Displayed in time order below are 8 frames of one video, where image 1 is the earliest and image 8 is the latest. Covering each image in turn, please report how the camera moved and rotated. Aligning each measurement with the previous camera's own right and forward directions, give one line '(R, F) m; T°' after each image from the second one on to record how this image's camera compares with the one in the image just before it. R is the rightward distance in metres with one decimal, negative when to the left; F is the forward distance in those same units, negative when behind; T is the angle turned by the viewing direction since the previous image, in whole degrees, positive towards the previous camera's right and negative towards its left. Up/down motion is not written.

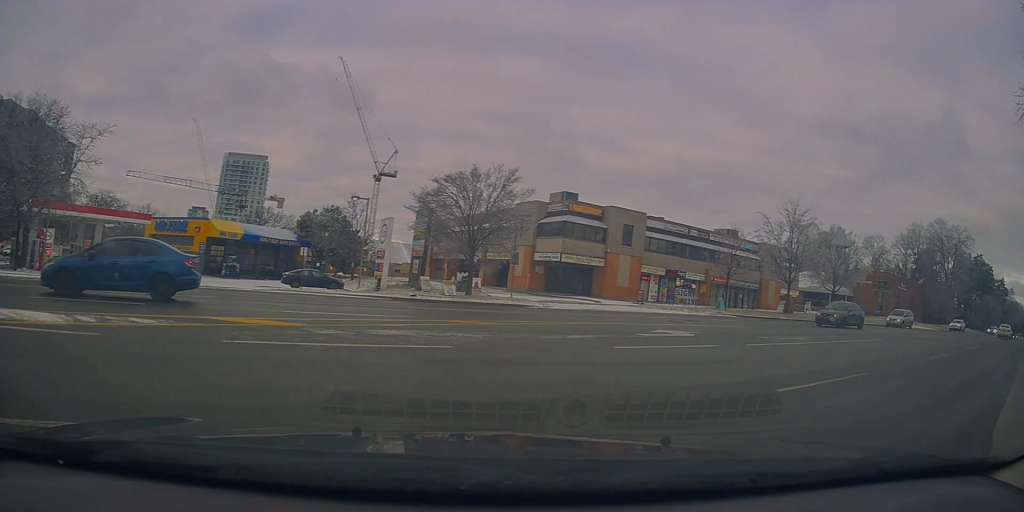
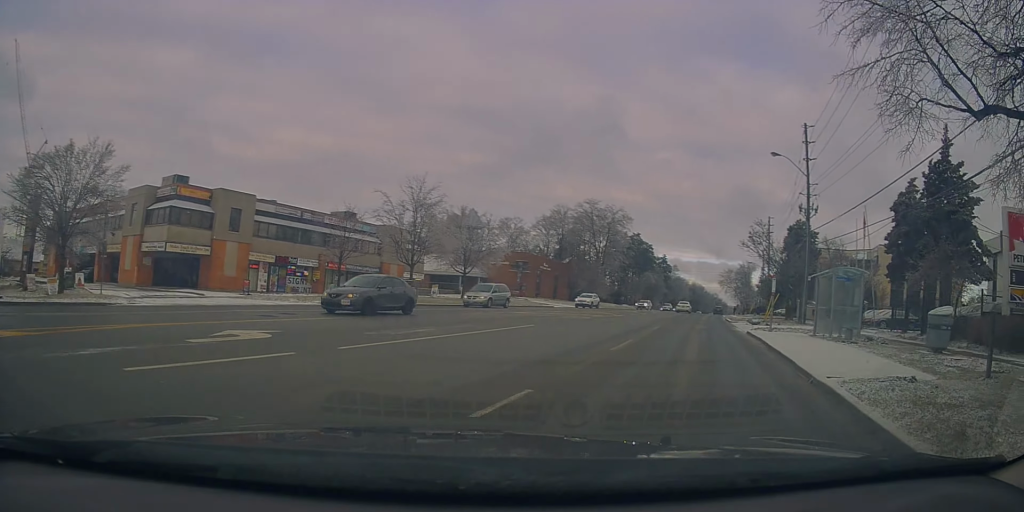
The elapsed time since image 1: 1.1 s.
(+0.7, +2.5) m; +27°
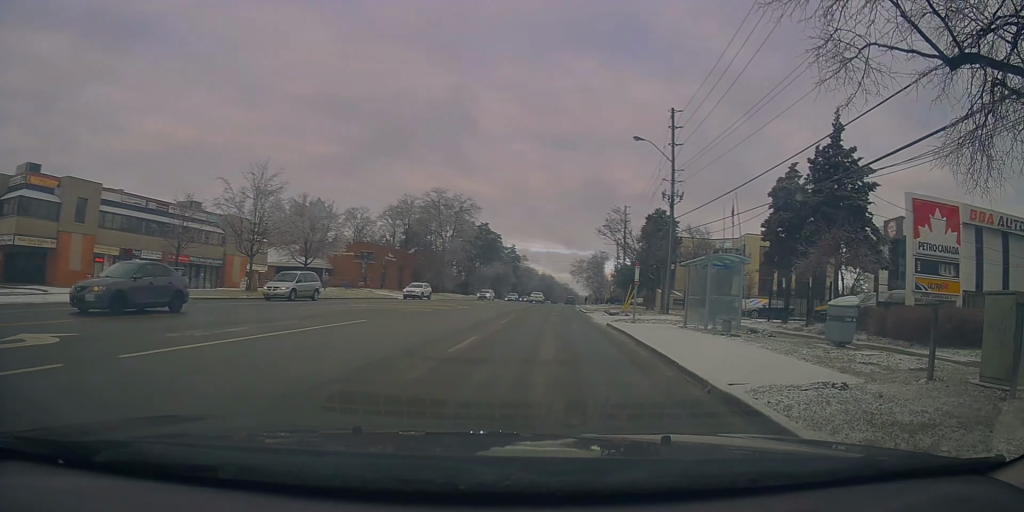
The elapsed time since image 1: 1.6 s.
(+0.1, +1.4) m; +10°
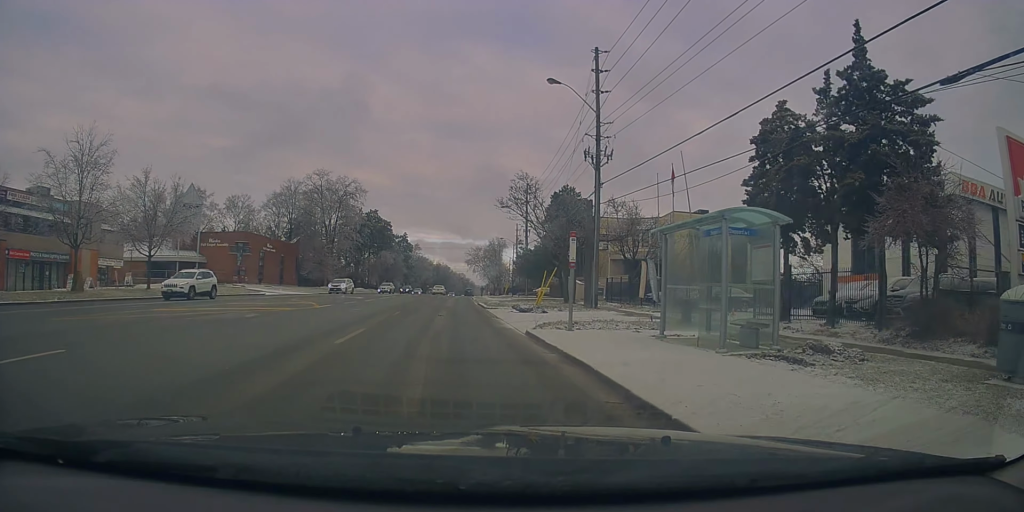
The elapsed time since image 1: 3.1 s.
(+1.4, +6.5) m; +24°
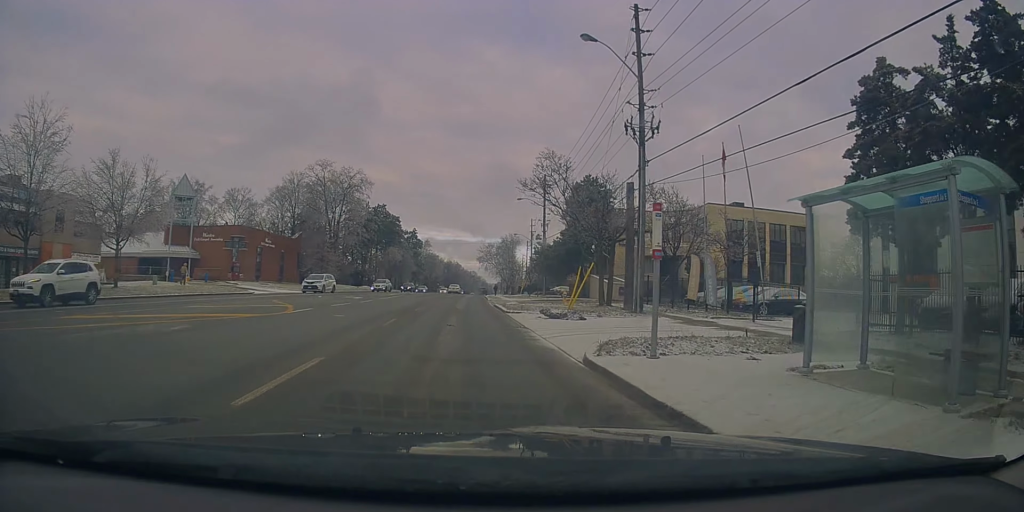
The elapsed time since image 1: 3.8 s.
(+0.5, +4.3) m; +7°
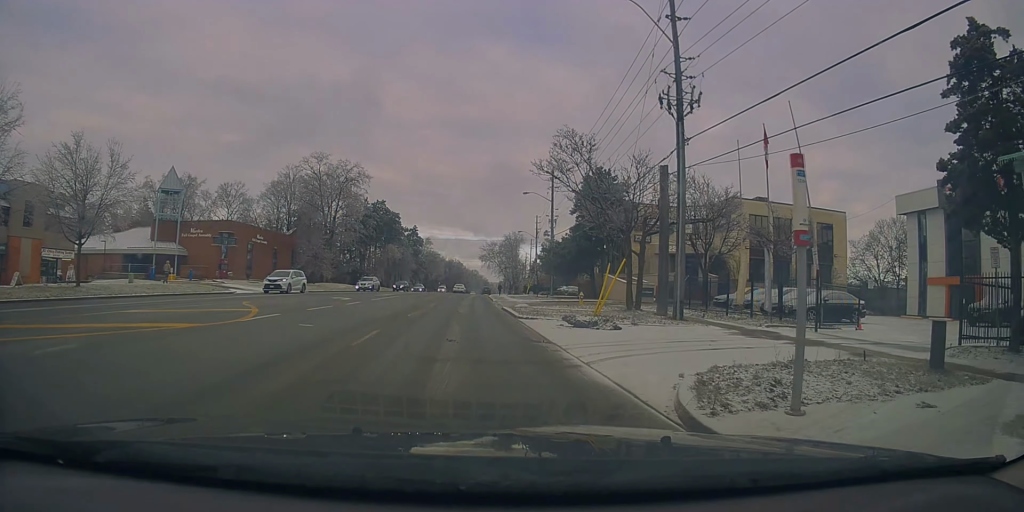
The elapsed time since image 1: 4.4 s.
(+0.5, +3.6) m; +1°
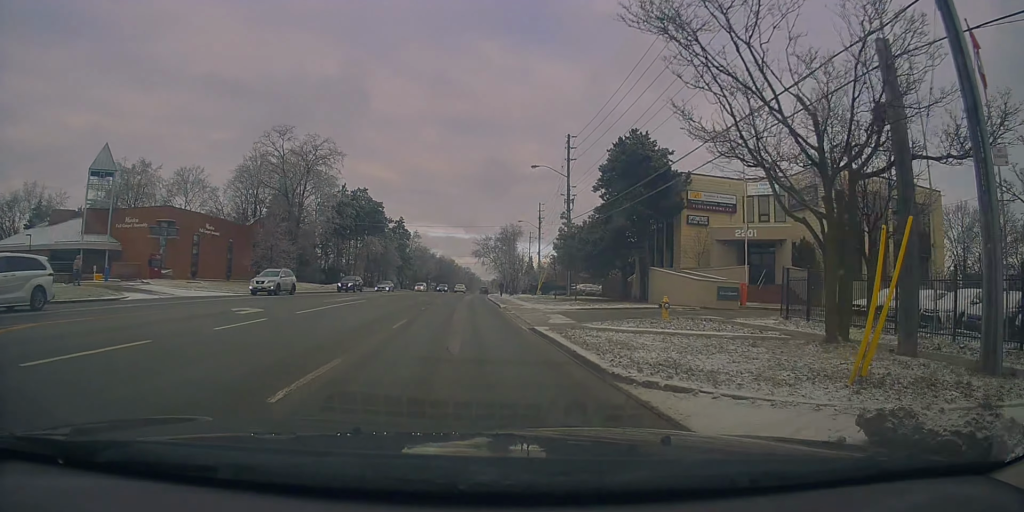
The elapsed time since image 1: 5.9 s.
(-0.9, +11.8) m; -4°
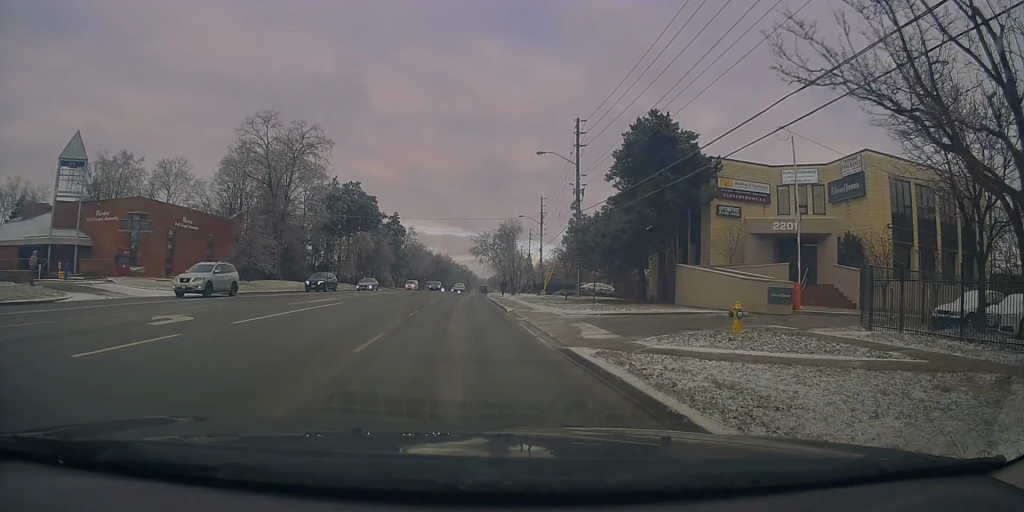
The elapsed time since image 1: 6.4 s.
(0.0, +4.4) m; +1°
